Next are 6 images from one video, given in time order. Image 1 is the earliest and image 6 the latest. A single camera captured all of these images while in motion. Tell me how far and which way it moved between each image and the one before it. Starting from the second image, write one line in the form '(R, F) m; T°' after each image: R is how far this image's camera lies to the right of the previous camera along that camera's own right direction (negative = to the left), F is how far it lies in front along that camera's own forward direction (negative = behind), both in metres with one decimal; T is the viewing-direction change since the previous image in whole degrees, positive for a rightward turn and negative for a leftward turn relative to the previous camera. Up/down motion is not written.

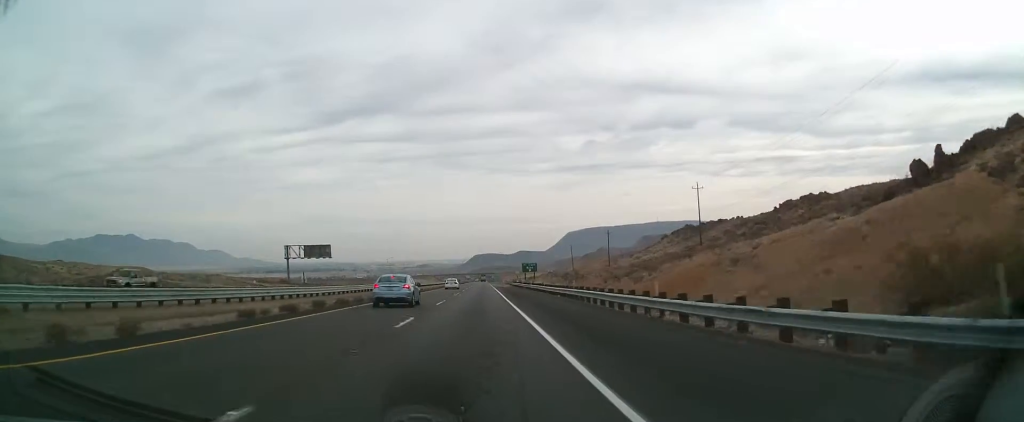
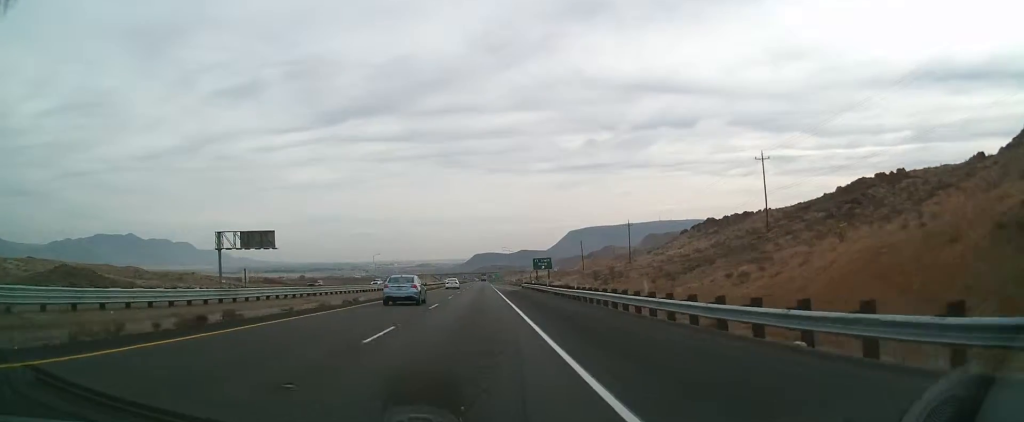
(-0.1, +32.9) m; 0°
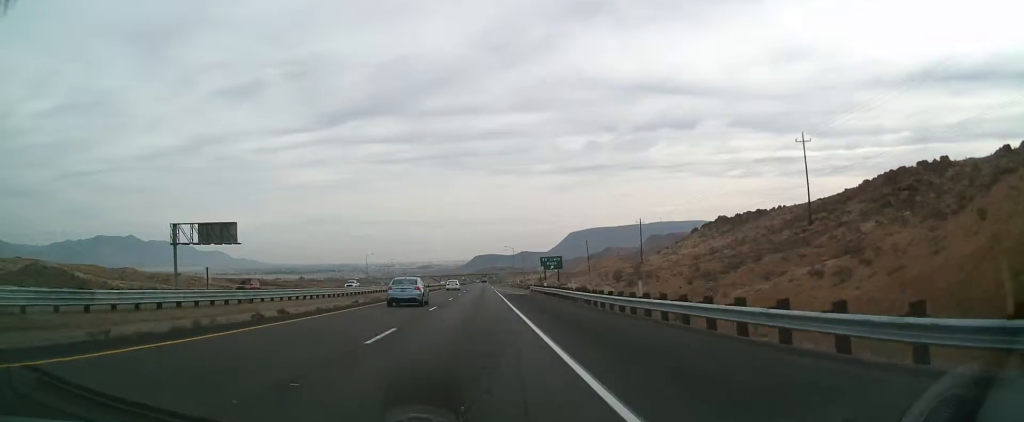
(0.0, +14.3) m; 0°
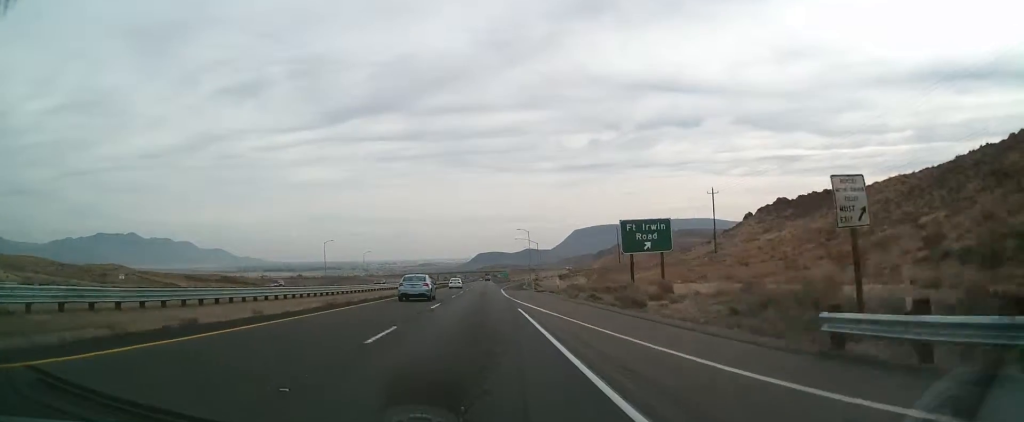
(-0.6, +58.7) m; -1°
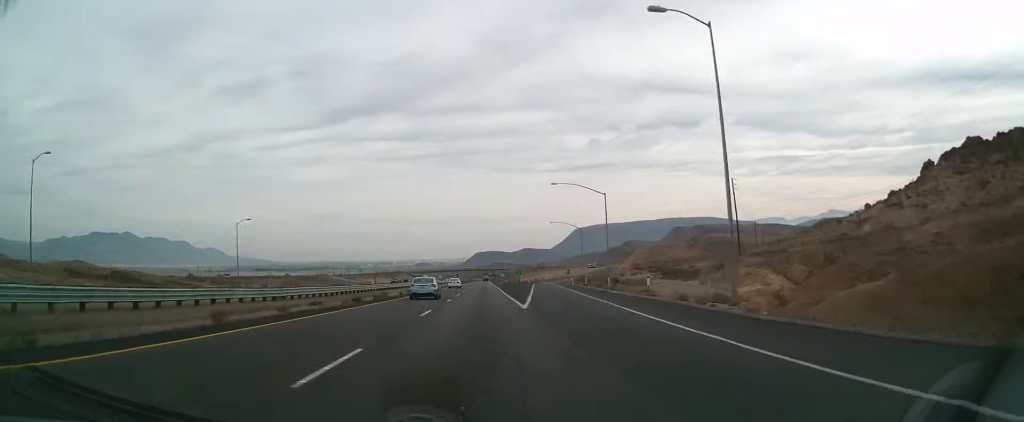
(+0.4, +106.9) m; +1°
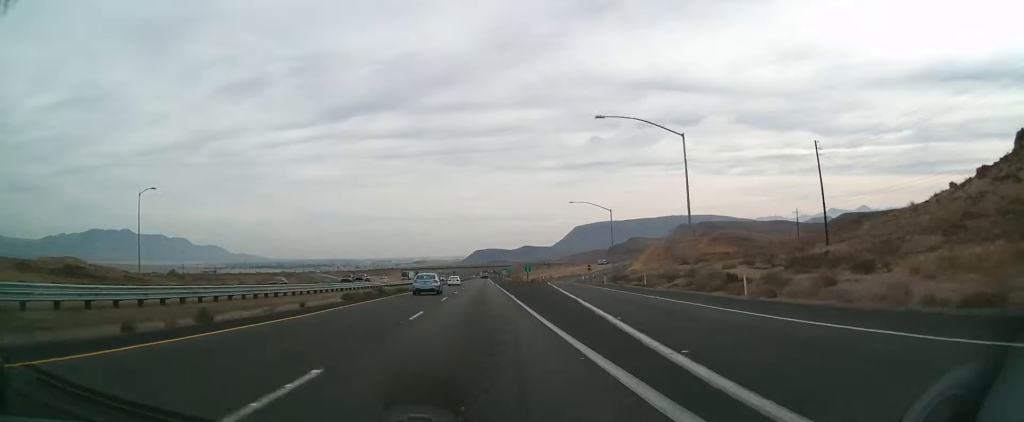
(+1.0, +32.1) m; +1°
